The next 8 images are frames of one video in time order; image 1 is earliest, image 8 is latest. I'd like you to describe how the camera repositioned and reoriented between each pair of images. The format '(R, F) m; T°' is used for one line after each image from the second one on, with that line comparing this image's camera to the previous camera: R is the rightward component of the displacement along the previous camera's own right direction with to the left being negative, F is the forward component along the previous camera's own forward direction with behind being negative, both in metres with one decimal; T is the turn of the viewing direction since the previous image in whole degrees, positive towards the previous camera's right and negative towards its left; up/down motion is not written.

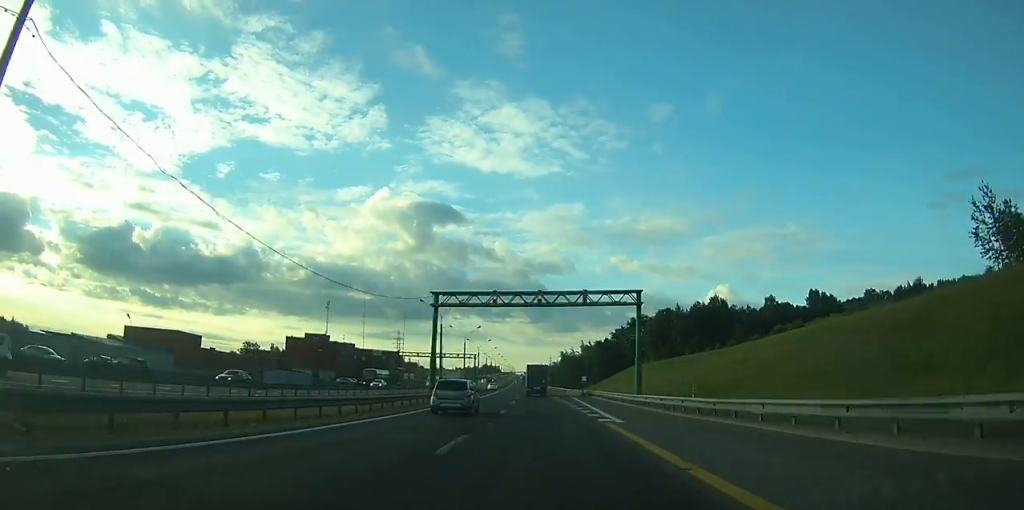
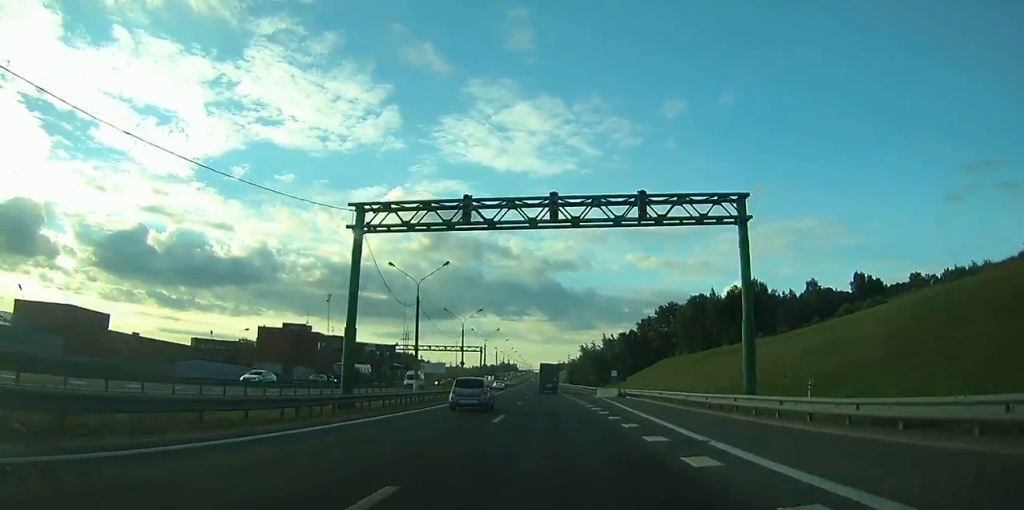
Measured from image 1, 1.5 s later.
(-0.5, +22.2) m; -1°
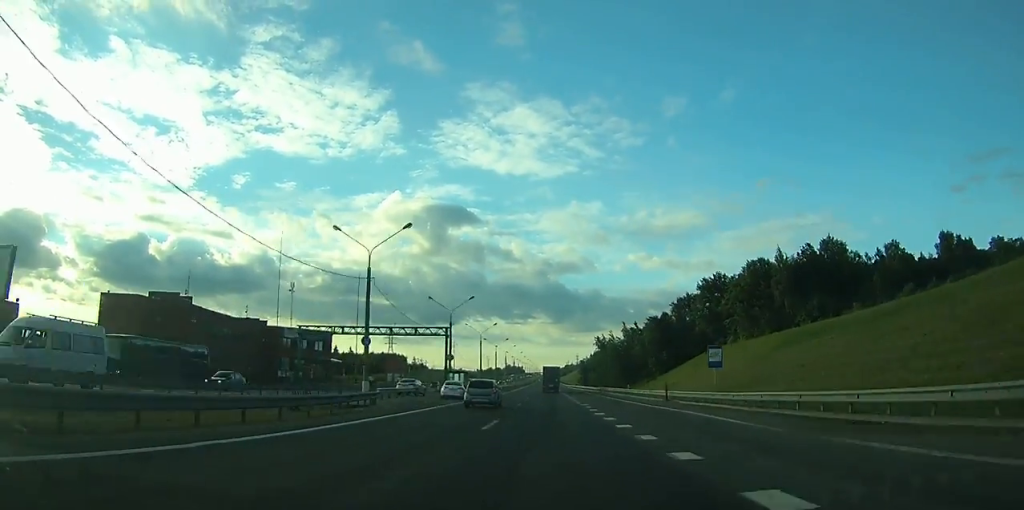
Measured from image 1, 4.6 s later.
(-0.8, +49.5) m; -1°
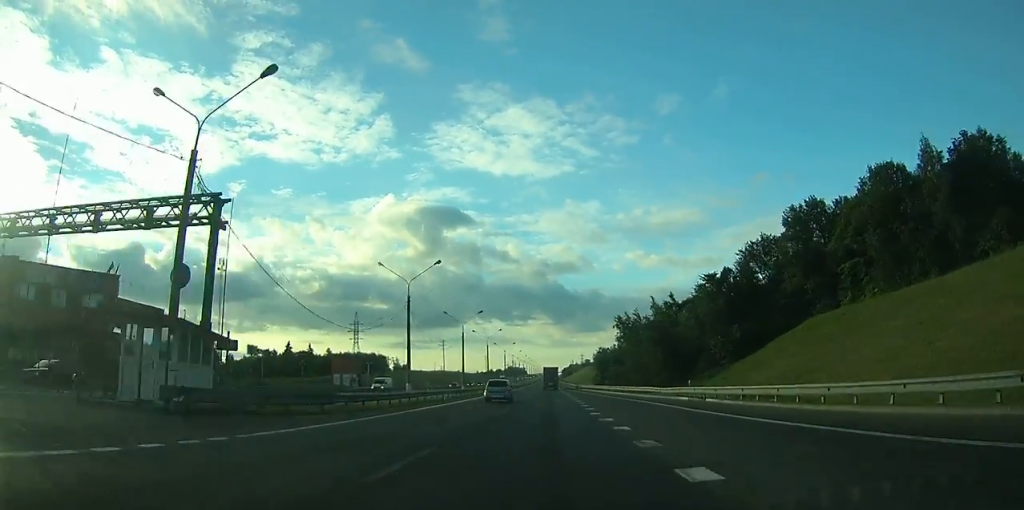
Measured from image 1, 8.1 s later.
(-0.4, +59.6) m; -1°
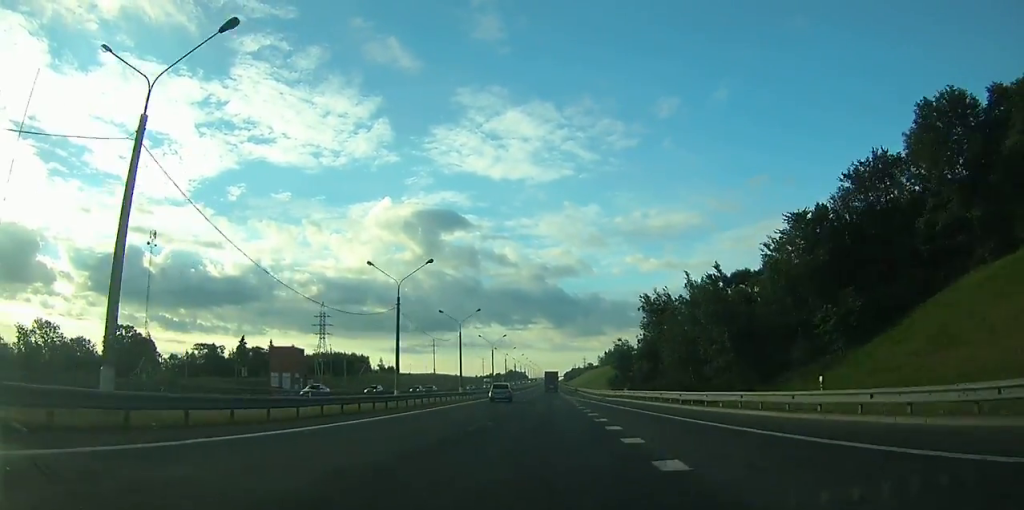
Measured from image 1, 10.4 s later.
(-0.1, +40.6) m; 0°
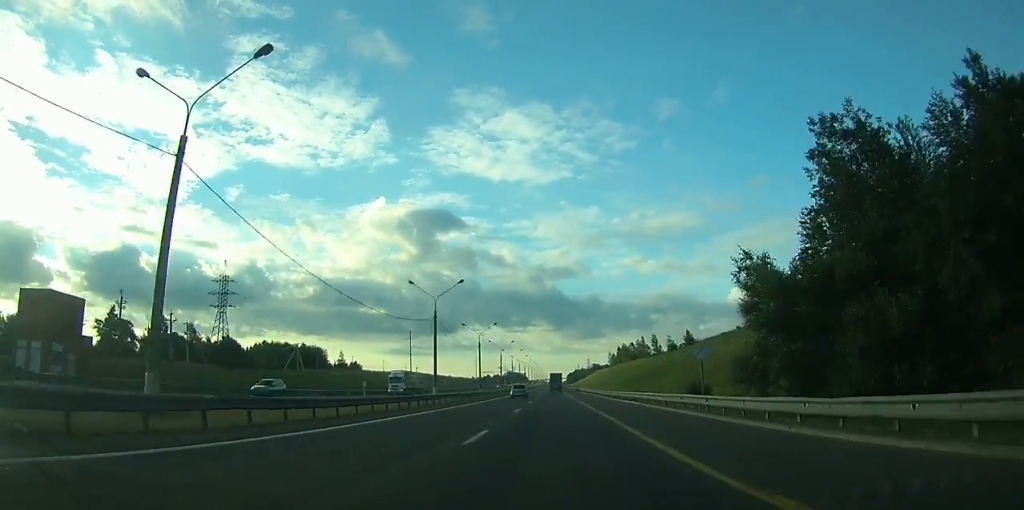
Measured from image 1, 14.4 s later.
(0.0, +74.7) m; 0°
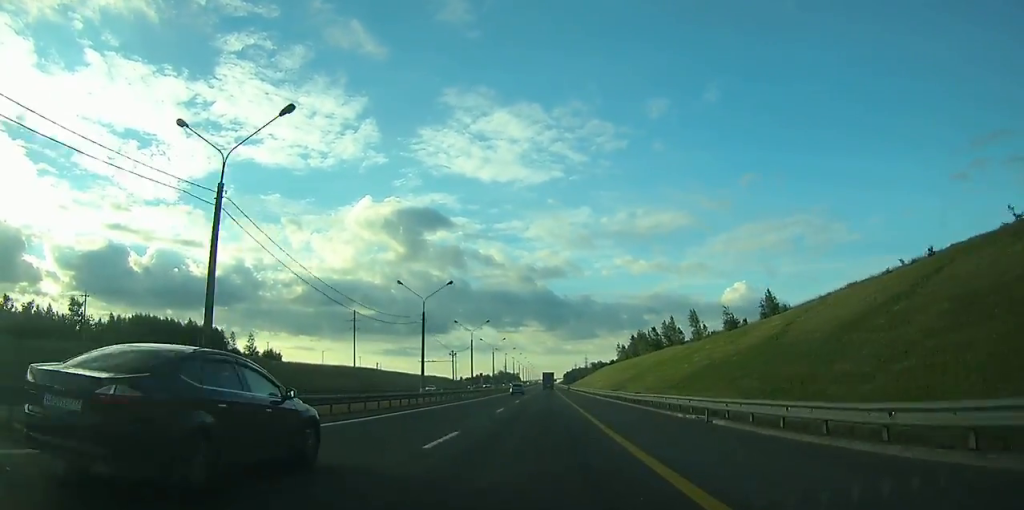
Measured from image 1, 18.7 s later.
(+0.6, +84.3) m; 0°
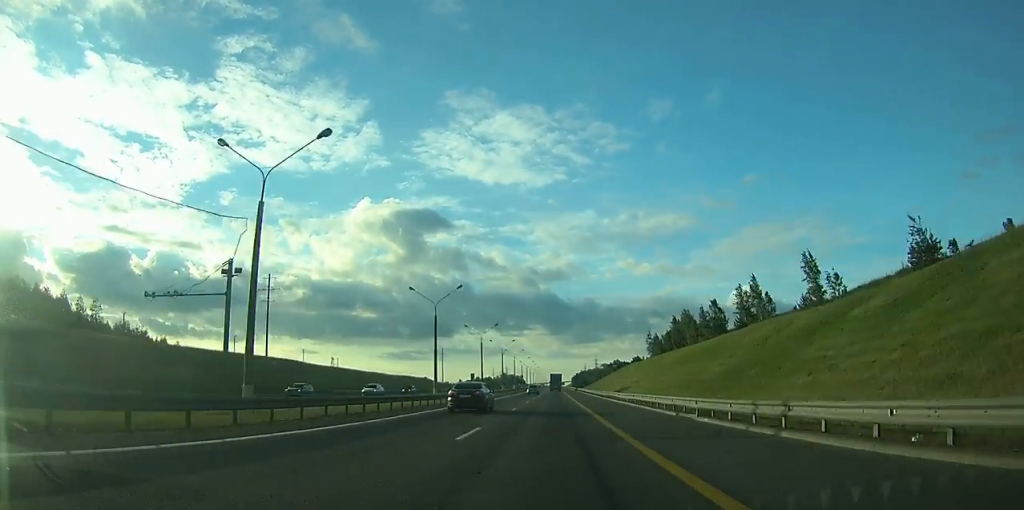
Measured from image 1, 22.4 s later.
(-0.5, +75.3) m; 0°
